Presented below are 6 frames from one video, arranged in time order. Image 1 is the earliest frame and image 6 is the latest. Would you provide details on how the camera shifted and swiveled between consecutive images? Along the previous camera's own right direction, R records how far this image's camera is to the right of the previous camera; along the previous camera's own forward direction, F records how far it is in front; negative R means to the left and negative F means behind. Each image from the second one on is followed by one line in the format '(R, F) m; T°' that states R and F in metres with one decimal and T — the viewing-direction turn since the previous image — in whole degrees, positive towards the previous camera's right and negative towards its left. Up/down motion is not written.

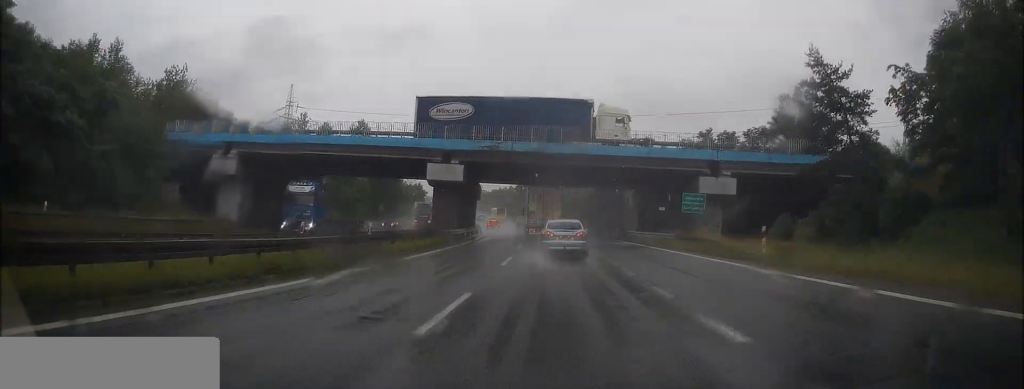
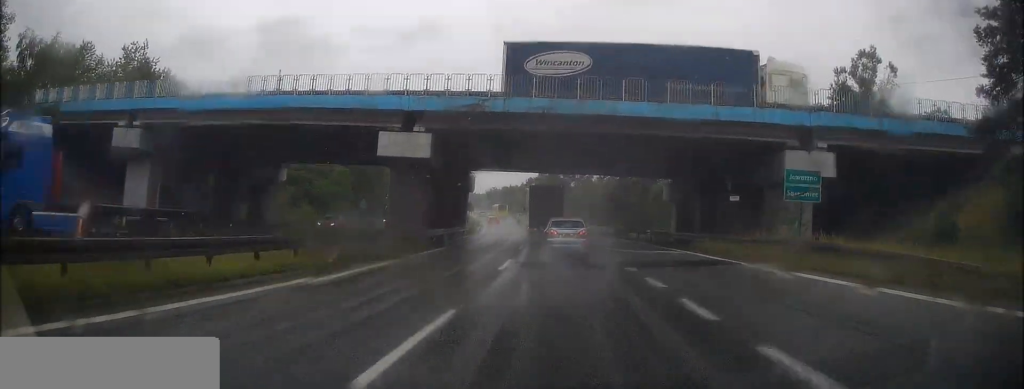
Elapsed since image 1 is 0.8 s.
(+0.1, +14.6) m; -1°
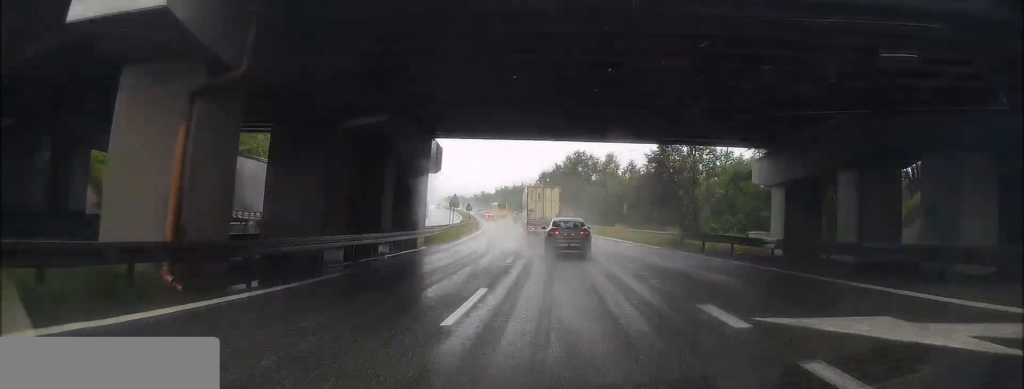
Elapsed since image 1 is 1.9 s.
(-0.4, +21.1) m; -2°
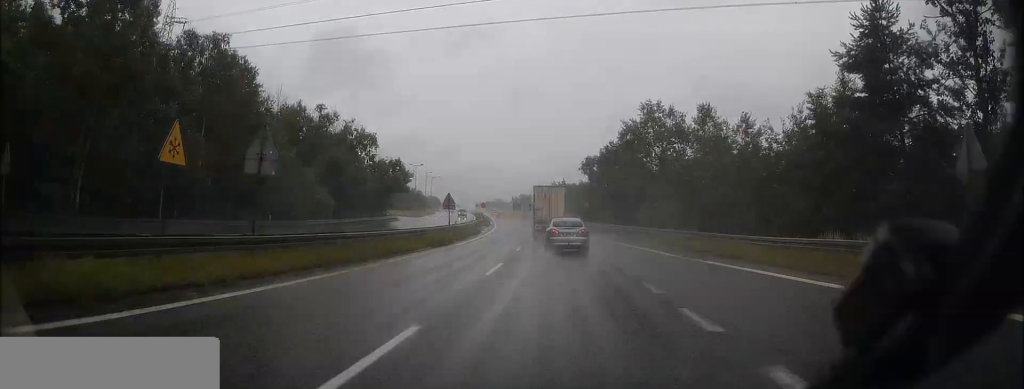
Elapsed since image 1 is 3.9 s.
(-1.3, +40.2) m; -4°
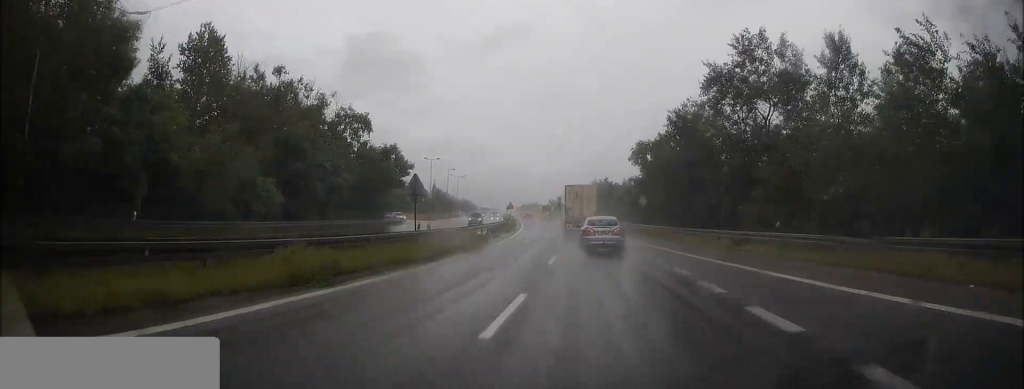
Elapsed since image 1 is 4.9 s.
(-0.6, +20.2) m; -4°
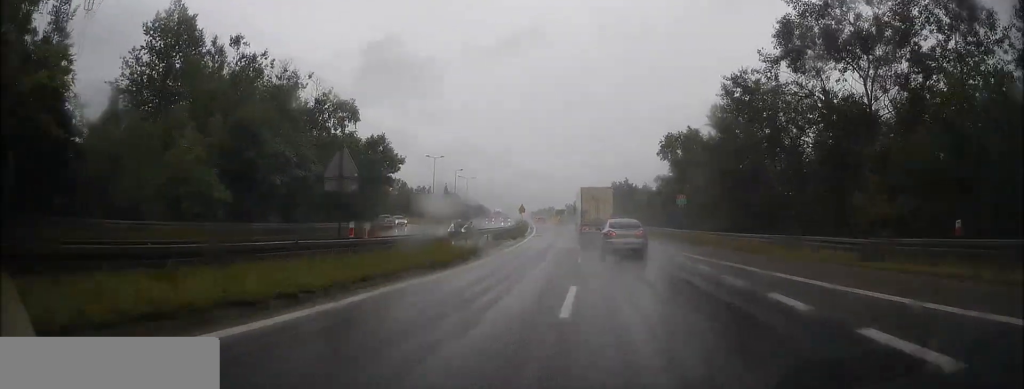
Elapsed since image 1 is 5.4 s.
(-0.3, +10.4) m; -1°
